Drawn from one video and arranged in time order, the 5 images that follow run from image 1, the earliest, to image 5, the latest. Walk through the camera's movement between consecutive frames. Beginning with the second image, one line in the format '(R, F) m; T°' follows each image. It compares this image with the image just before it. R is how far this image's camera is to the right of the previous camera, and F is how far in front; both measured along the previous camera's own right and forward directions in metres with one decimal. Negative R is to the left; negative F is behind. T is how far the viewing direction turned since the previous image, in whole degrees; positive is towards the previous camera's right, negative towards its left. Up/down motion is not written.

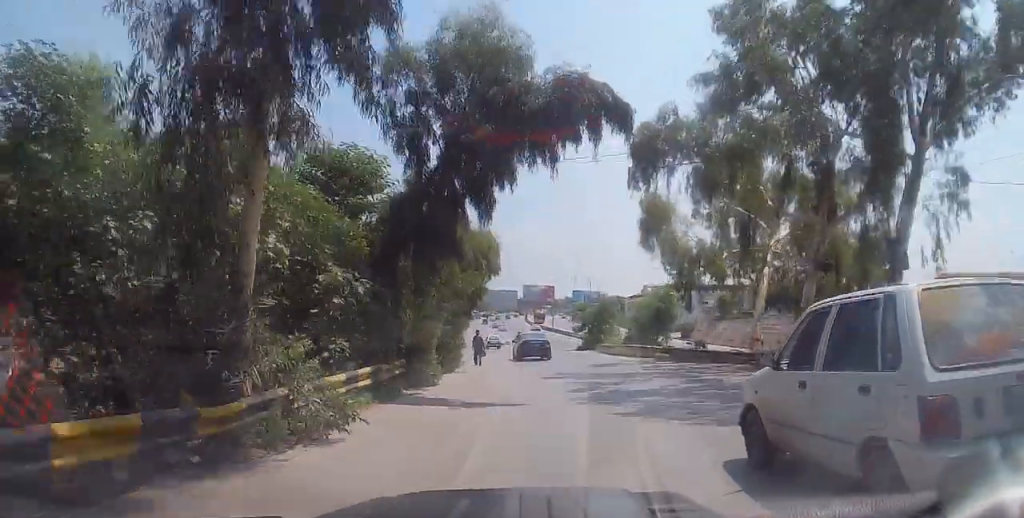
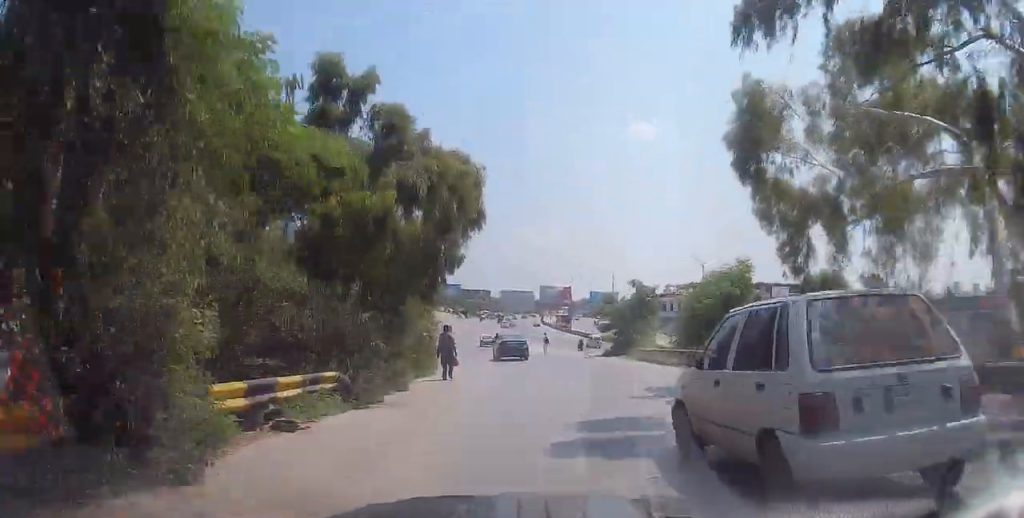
(0.0, +12.0) m; -2°
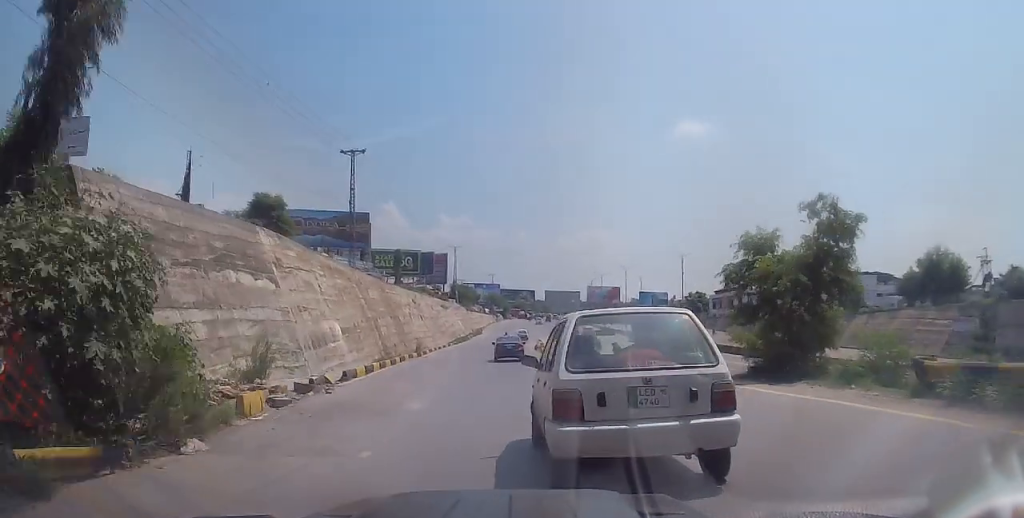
(-1.1, +22.6) m; -5°
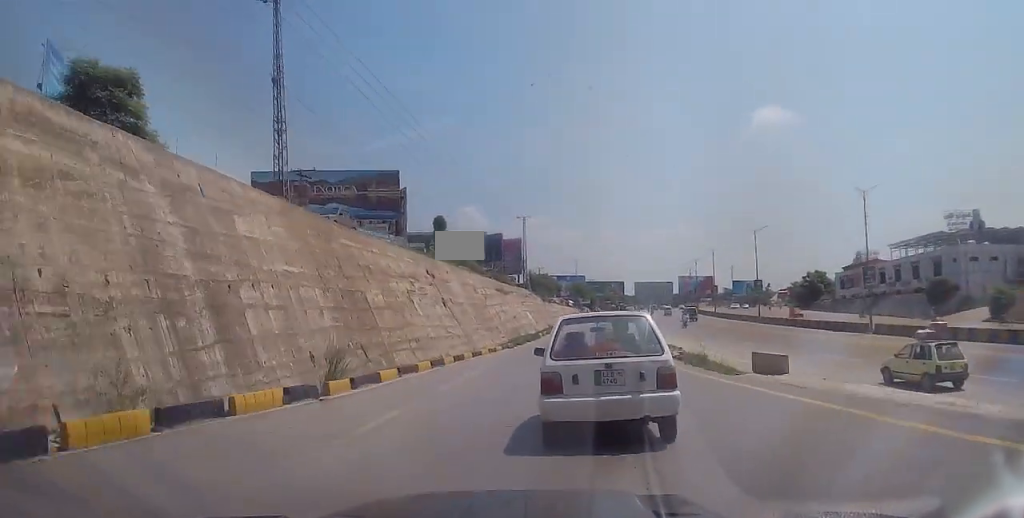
(-1.7, +29.9) m; -4°
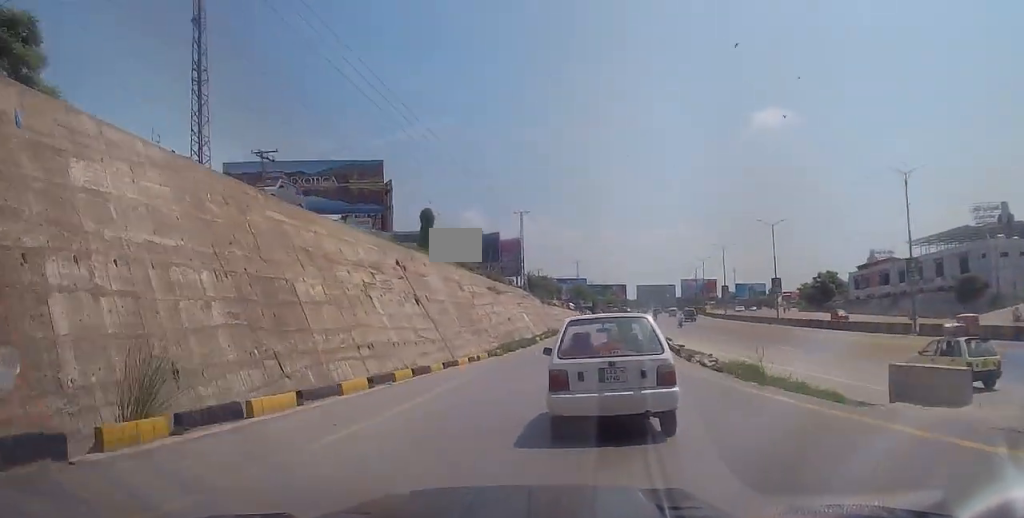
(+0.2, +7.0) m; -1°
